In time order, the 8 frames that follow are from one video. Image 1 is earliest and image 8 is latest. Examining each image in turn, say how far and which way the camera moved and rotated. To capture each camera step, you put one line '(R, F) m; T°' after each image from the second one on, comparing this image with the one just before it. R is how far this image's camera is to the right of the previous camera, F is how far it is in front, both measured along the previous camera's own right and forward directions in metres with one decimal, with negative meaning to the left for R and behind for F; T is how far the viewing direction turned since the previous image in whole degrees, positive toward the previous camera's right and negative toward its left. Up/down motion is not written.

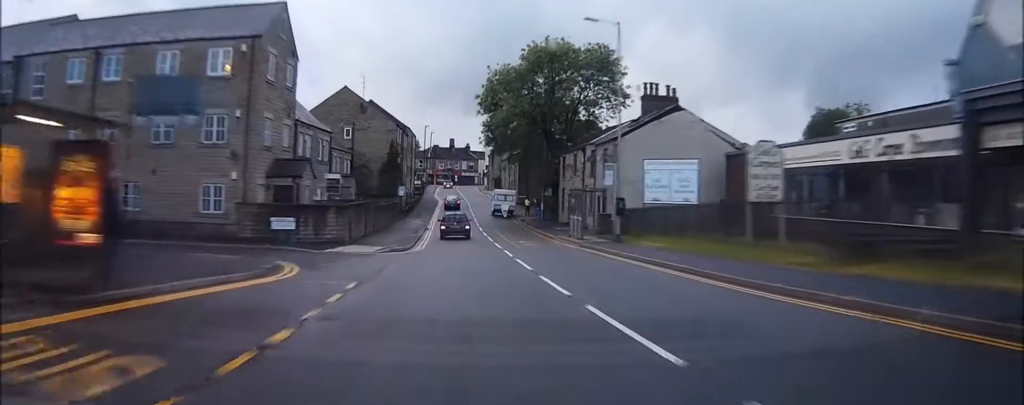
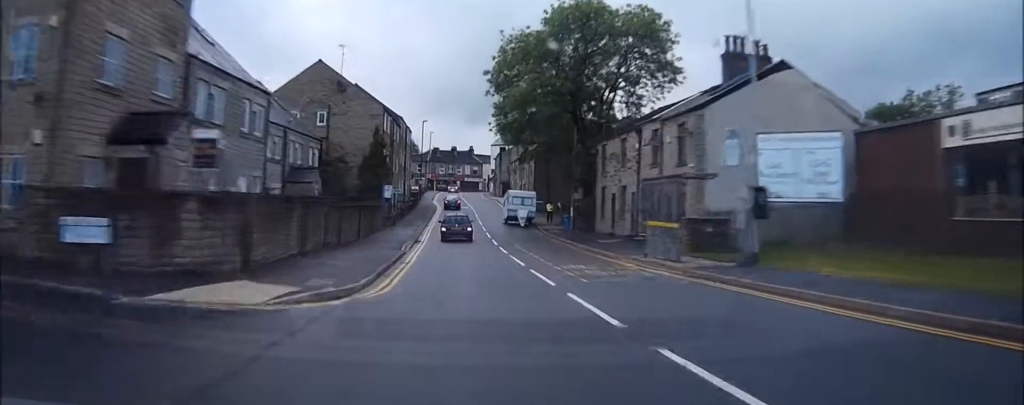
(0.0, +15.6) m; 0°
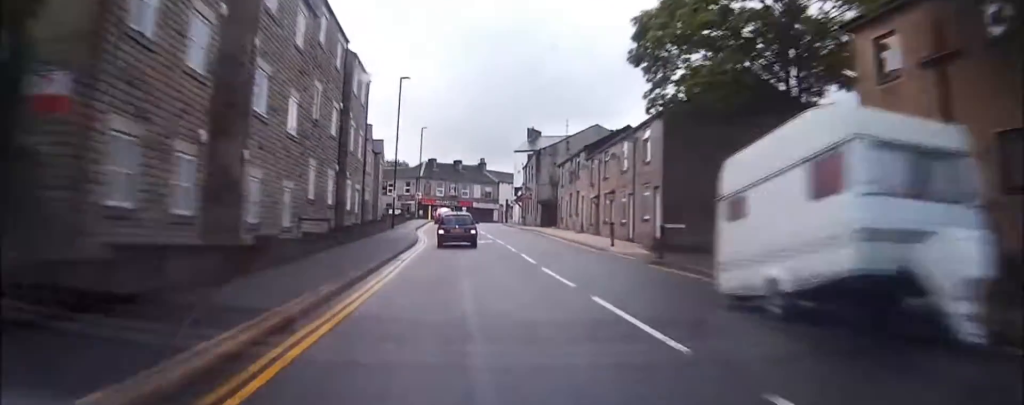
(-0.1, +46.4) m; -1°
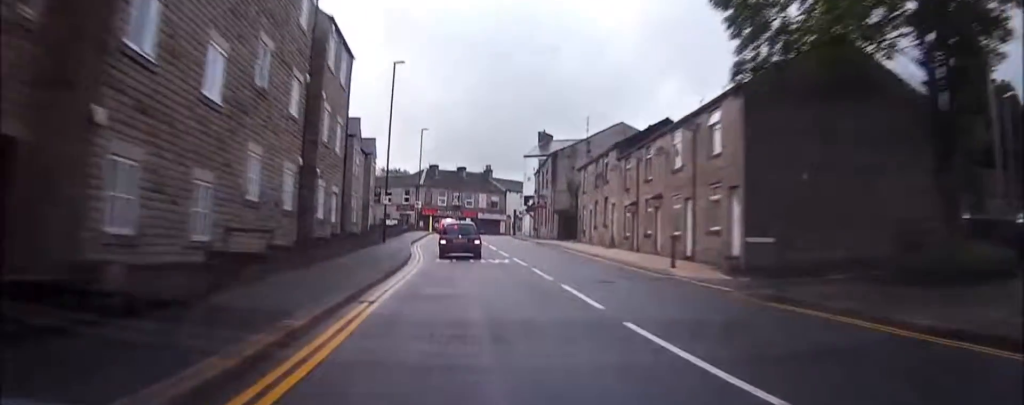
(-0.1, +8.5) m; -1°
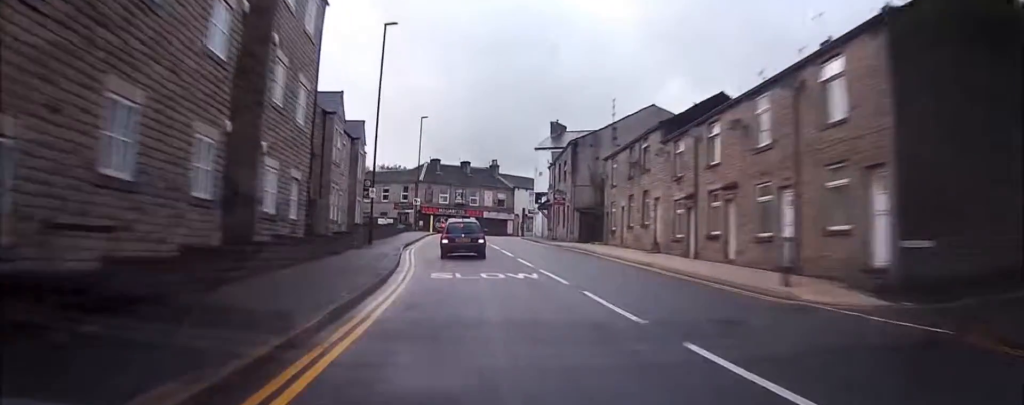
(-0.1, +8.2) m; 0°
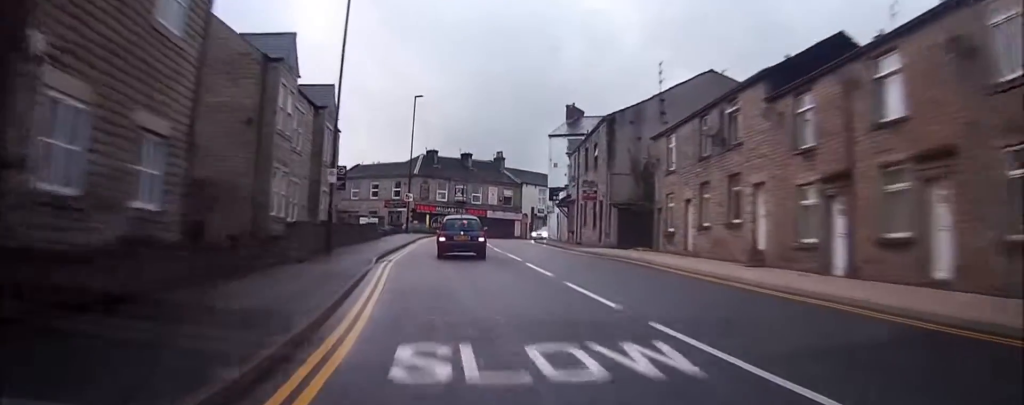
(0.0, +11.3) m; 0°
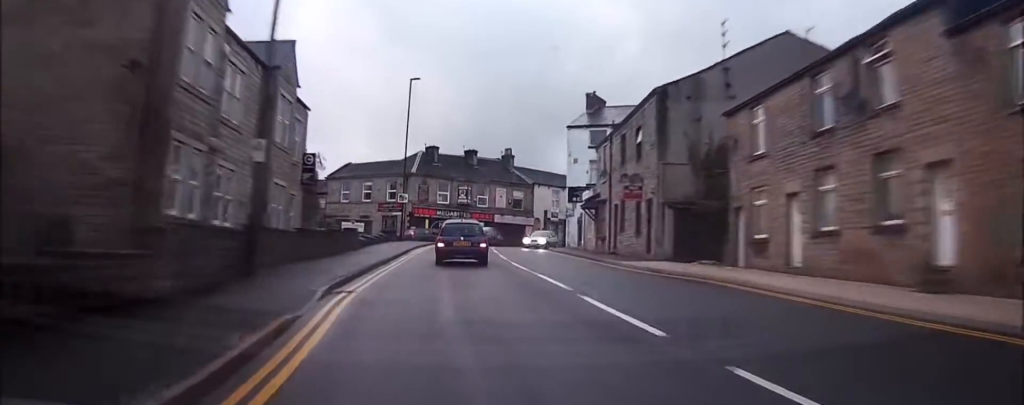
(0.0, +9.1) m; 0°
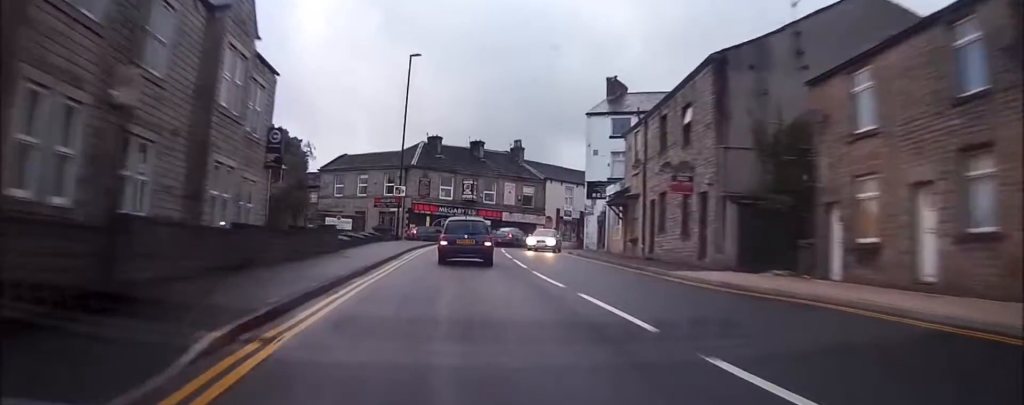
(0.0, +6.1) m; 0°
